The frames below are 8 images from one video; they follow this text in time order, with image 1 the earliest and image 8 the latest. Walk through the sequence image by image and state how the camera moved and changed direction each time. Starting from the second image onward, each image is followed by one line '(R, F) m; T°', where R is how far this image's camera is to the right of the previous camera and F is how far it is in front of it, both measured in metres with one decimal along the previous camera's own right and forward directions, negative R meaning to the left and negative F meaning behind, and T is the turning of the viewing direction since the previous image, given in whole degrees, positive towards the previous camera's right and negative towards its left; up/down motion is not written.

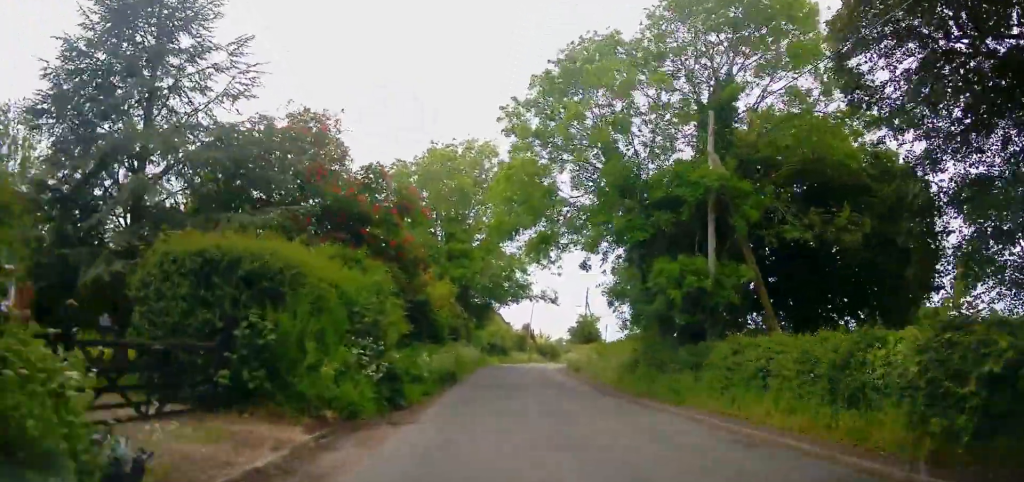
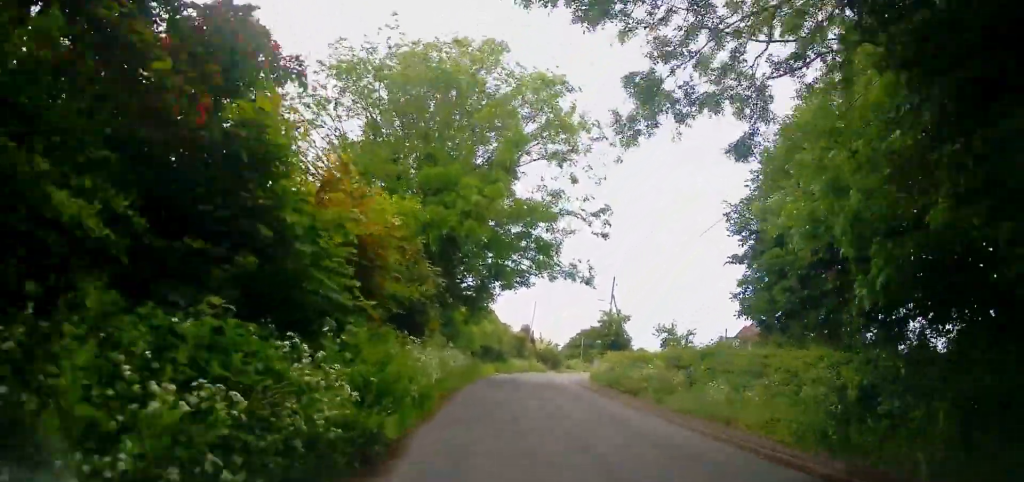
(-0.8, +15.1) m; -1°
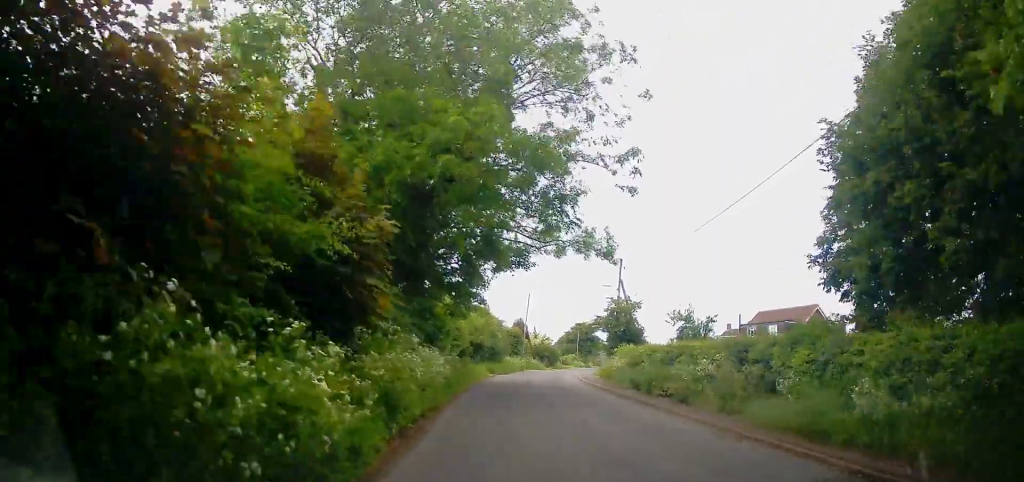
(+0.1, +6.1) m; +2°
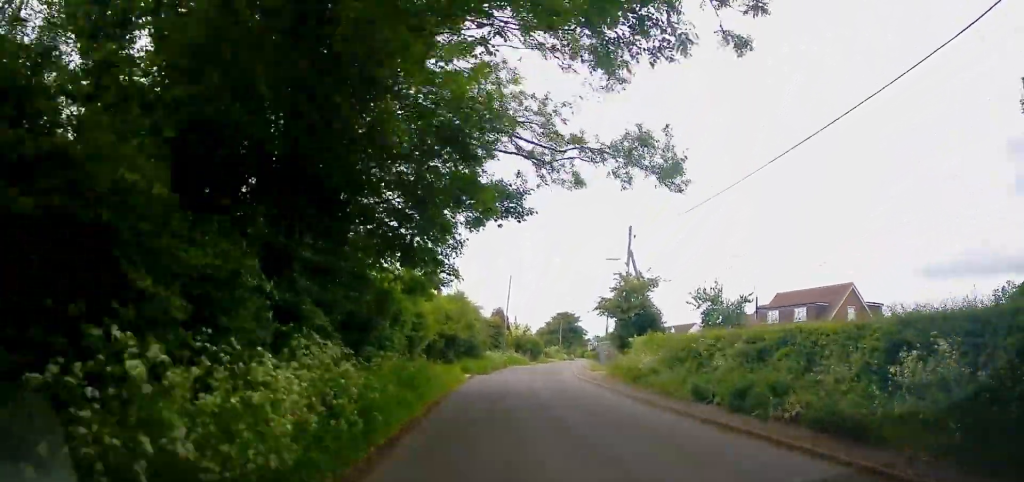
(+0.4, +9.0) m; +3°
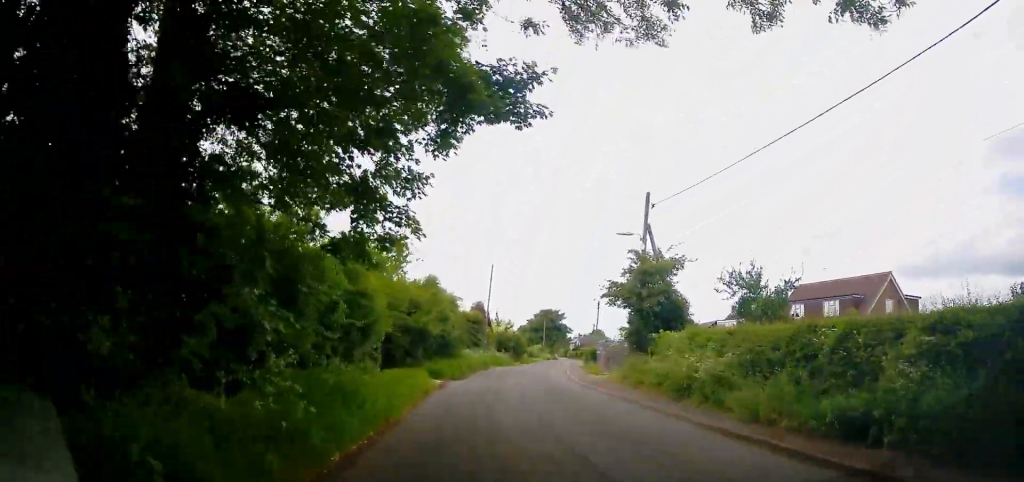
(0.0, +7.2) m; 0°
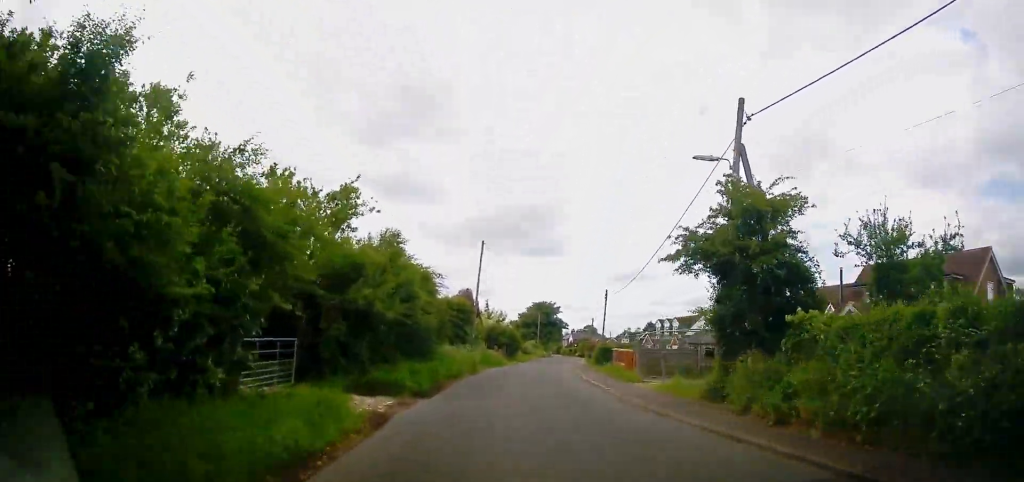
(0.0, +10.6) m; +1°
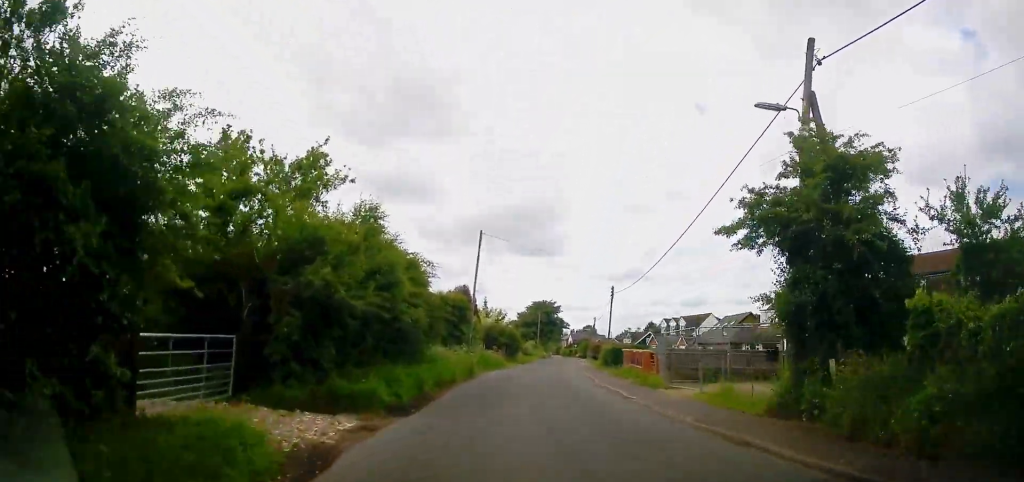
(0.0, +3.8) m; 0°
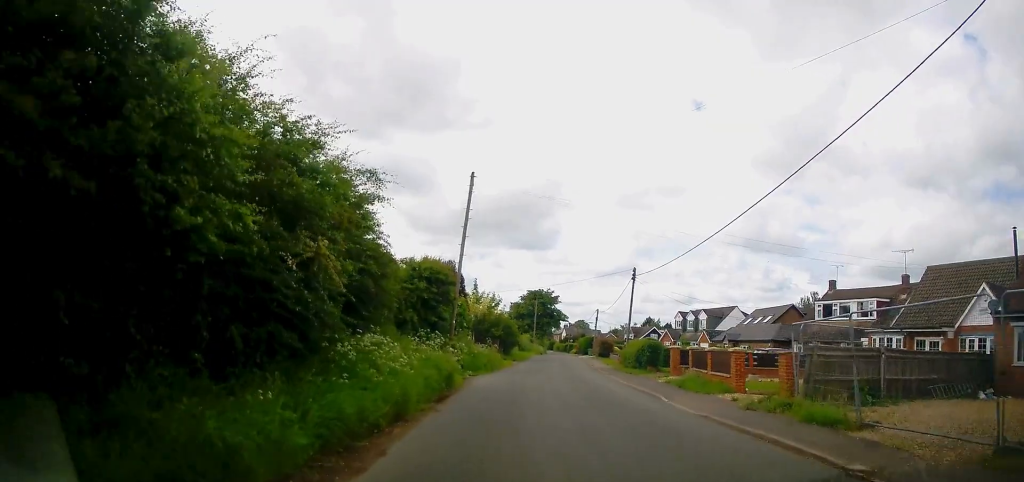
(0.0, +11.9) m; +1°
